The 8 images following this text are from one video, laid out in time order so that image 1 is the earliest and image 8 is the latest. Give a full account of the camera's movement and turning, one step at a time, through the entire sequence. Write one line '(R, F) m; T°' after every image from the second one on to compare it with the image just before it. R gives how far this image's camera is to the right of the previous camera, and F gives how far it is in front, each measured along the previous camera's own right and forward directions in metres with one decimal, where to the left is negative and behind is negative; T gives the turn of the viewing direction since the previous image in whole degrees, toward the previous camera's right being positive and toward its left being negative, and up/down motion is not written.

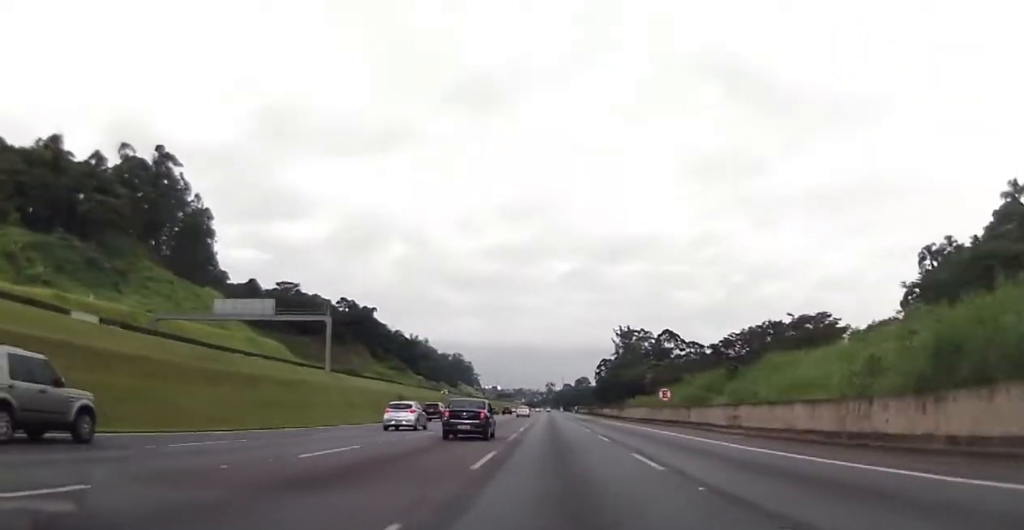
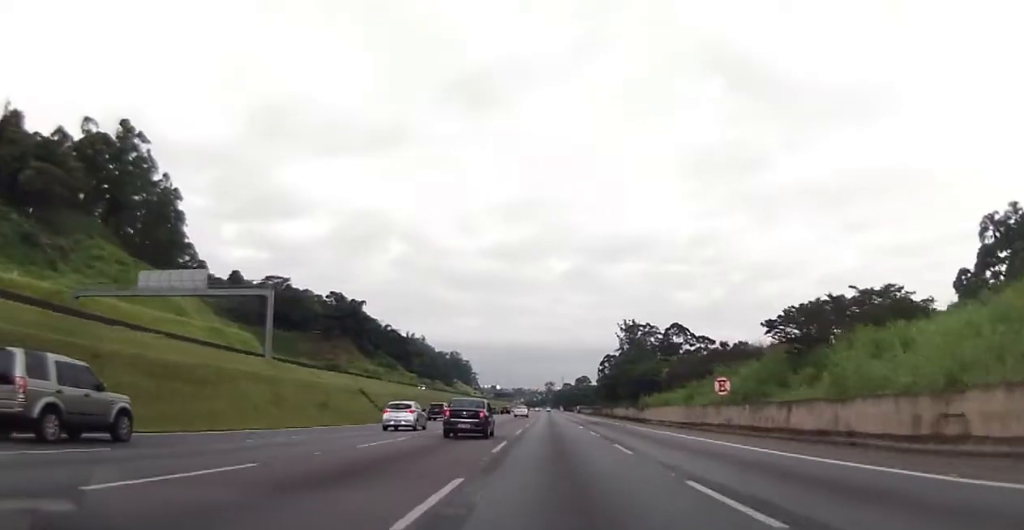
(+0.1, +19.4) m; 0°
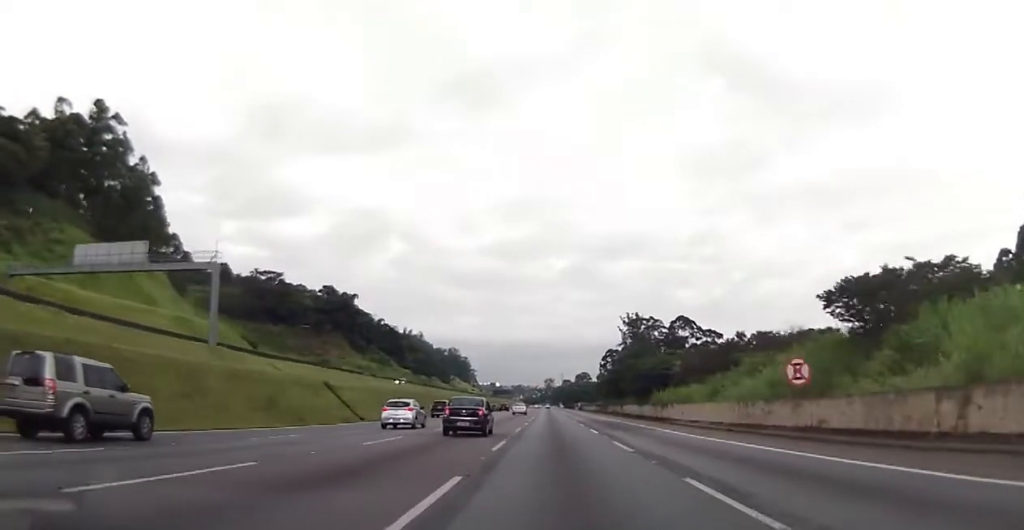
(+0.2, +12.3) m; 0°
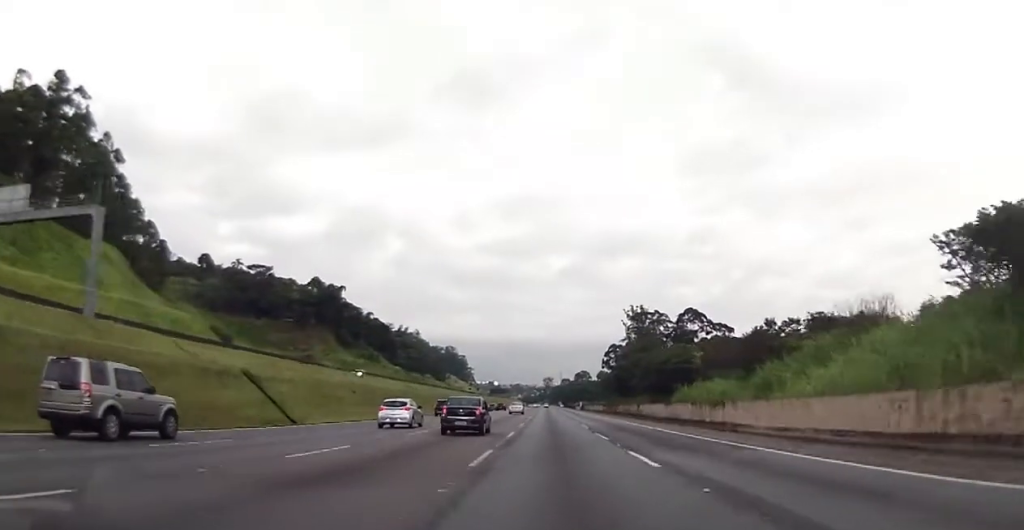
(0.0, +17.4) m; 0°
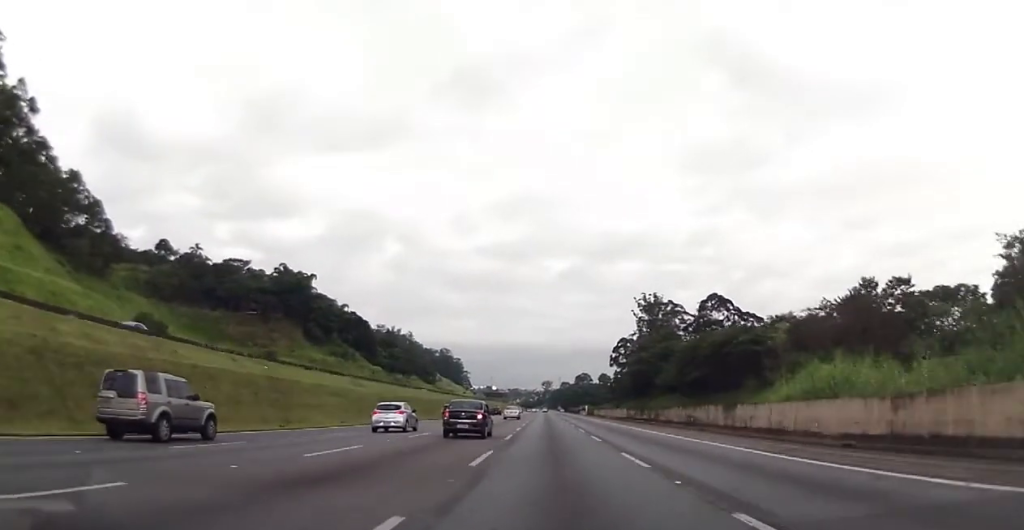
(0.0, +35.0) m; 0°
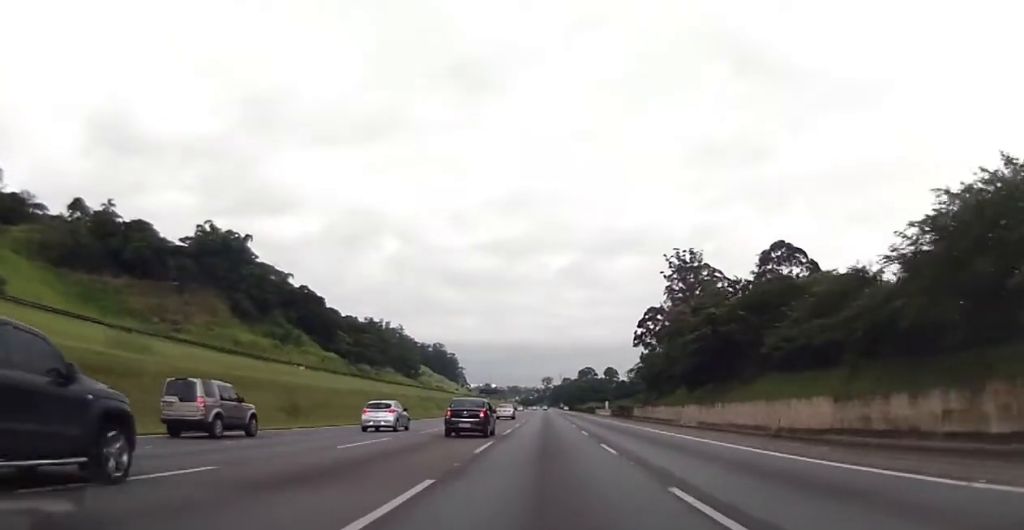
(-0.4, +57.1) m; -1°
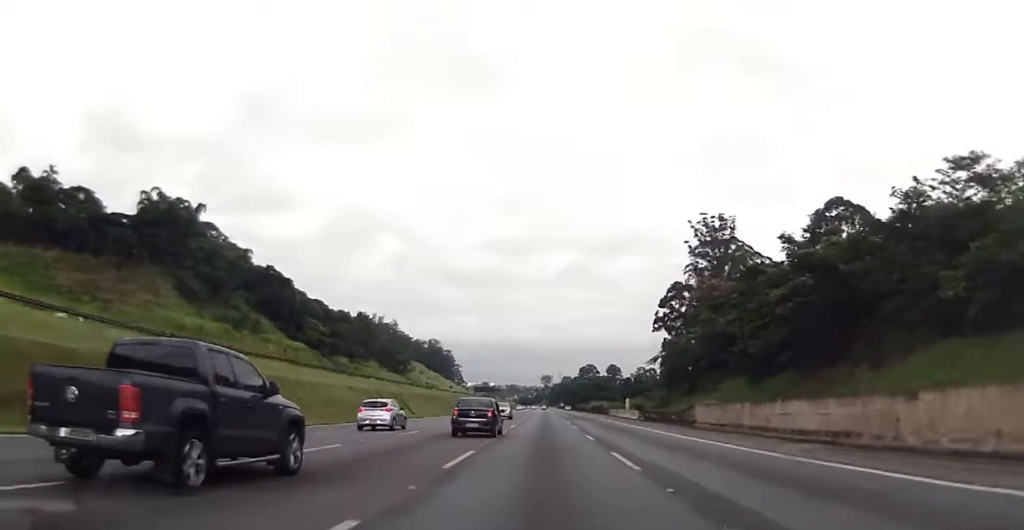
(+0.1, +29.3) m; +1°
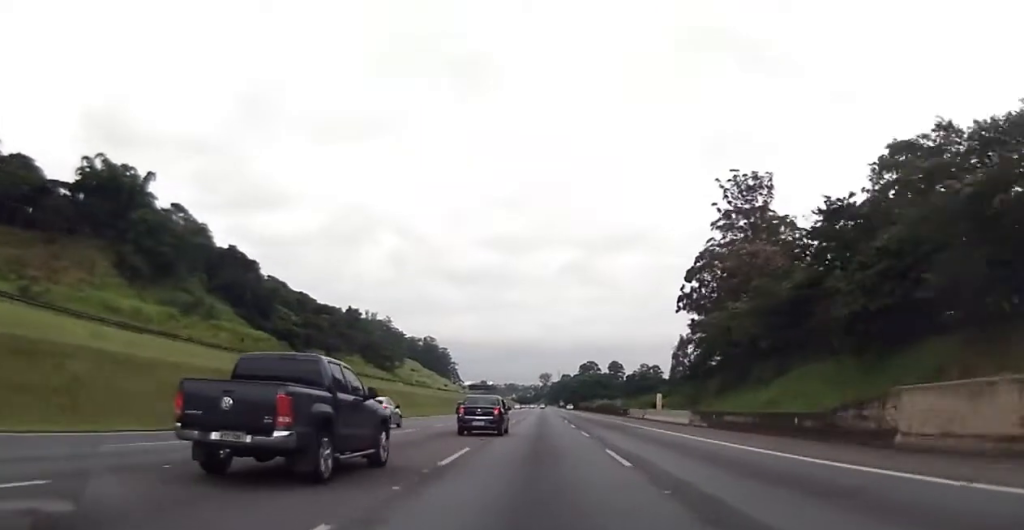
(+0.4, +24.1) m; 0°
